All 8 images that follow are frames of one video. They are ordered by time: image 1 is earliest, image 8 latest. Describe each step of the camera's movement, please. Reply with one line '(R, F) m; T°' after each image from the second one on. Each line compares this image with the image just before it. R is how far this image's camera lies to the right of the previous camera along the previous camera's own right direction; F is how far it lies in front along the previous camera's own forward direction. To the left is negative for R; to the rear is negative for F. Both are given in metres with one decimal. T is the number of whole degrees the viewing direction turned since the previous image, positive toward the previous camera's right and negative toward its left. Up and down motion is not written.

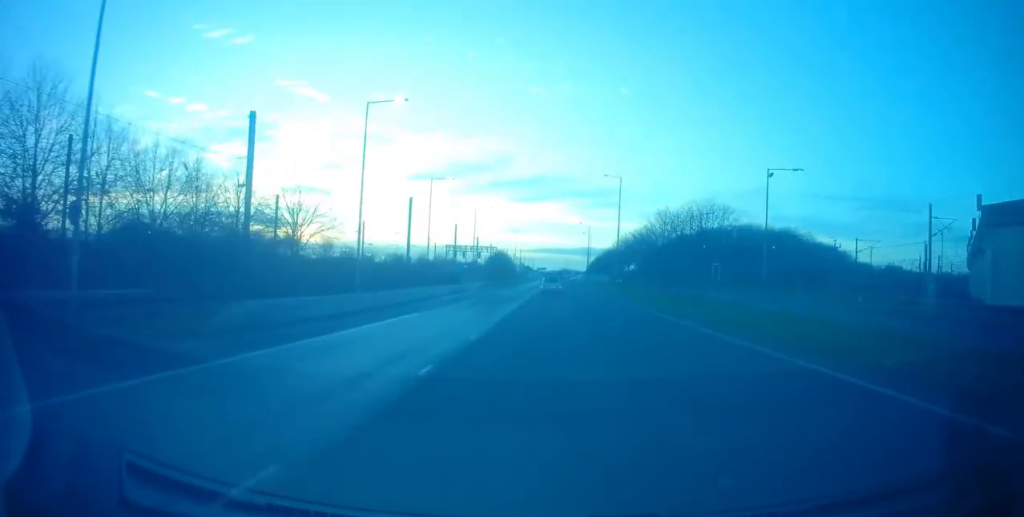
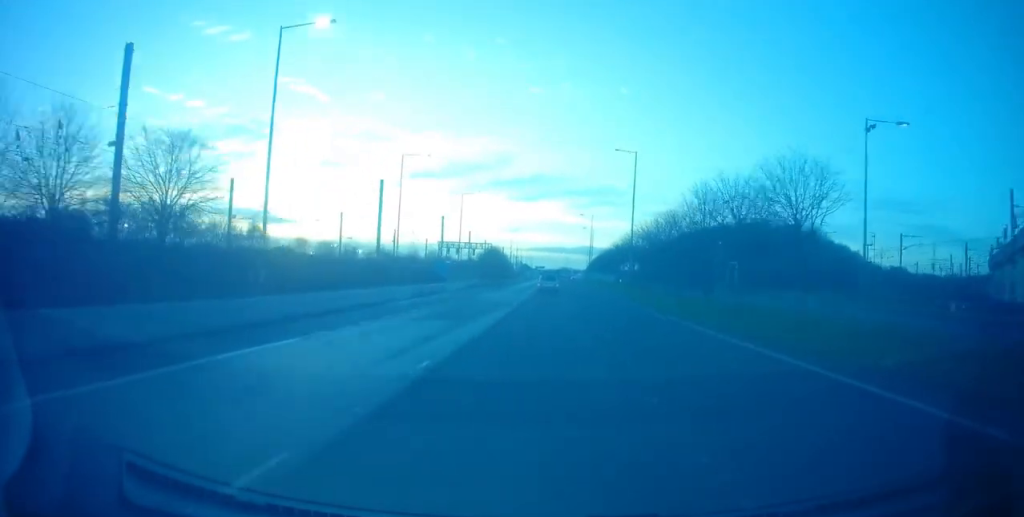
(0.0, +11.7) m; 0°
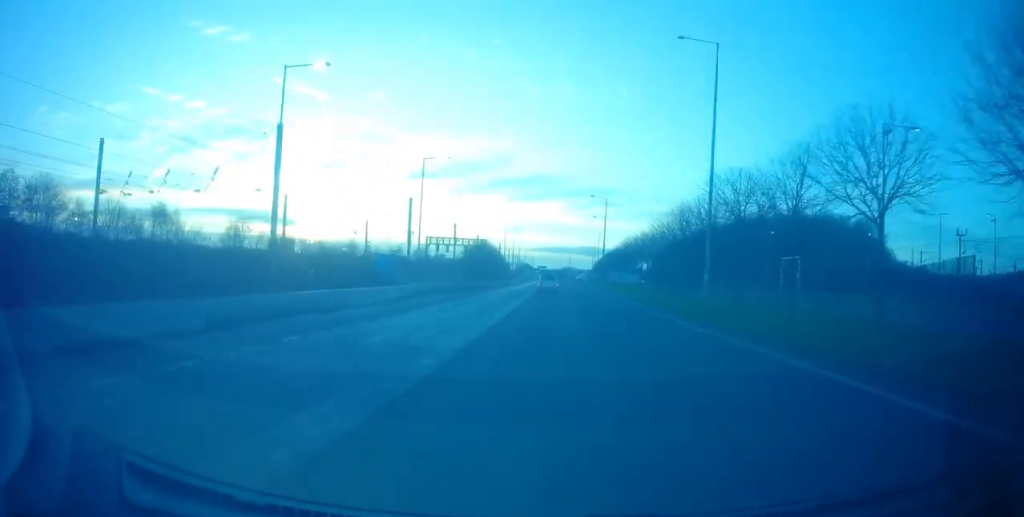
(0.0, +23.8) m; 0°
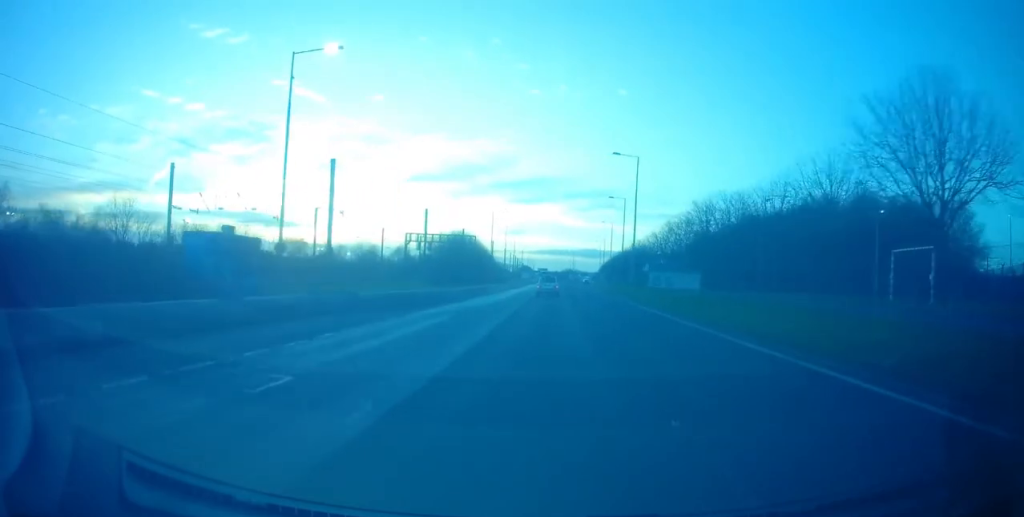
(+0.3, +27.9) m; 0°
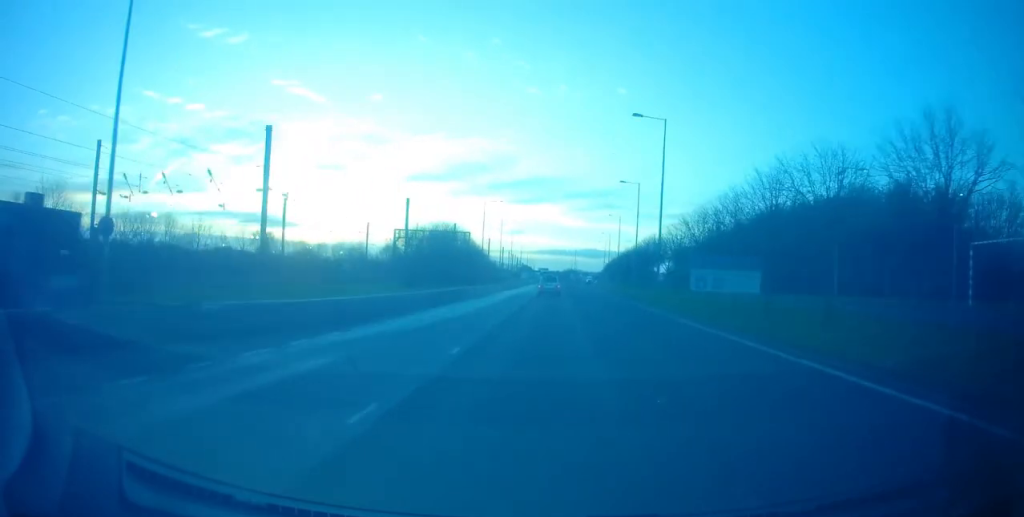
(-0.4, +11.9) m; 0°
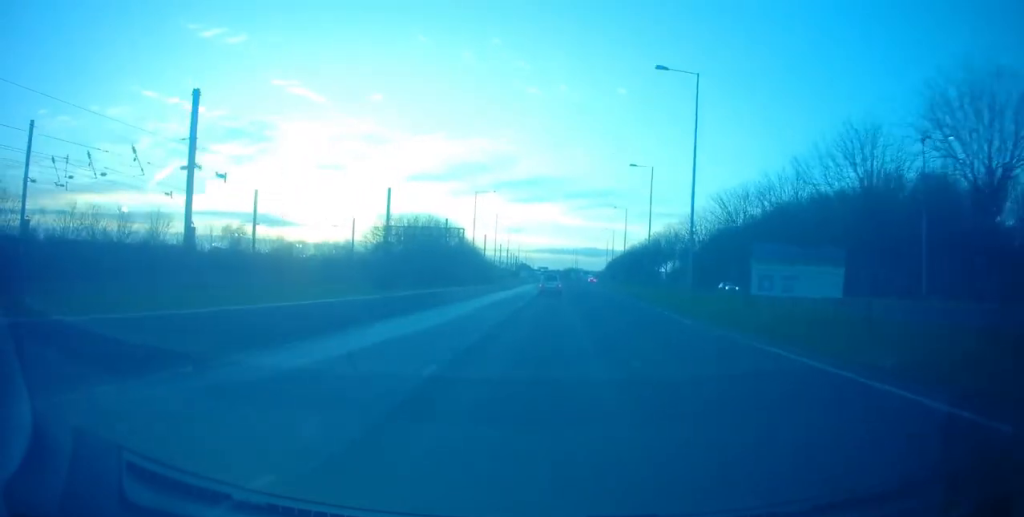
(-0.1, +8.8) m; 0°
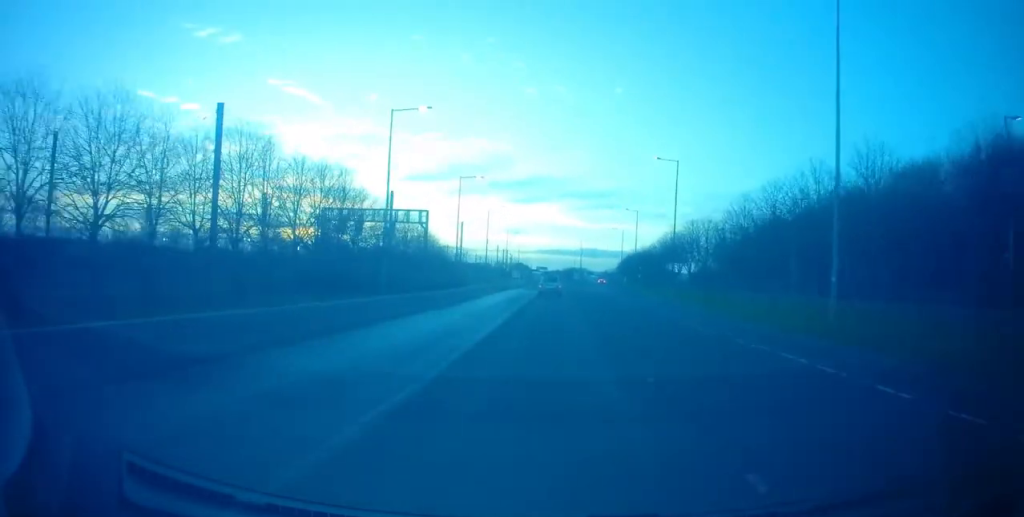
(+0.1, +37.5) m; 0°
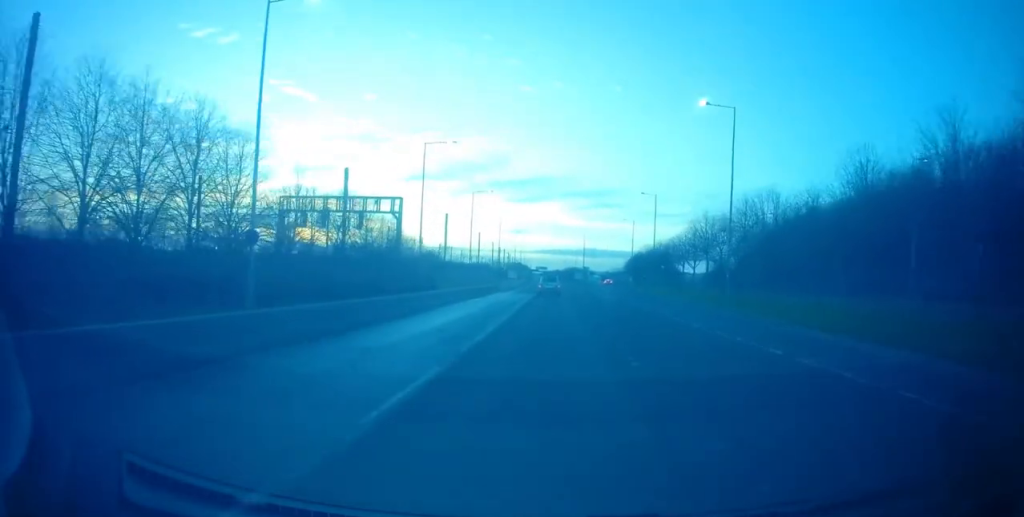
(+0.3, +16.6) m; 0°
